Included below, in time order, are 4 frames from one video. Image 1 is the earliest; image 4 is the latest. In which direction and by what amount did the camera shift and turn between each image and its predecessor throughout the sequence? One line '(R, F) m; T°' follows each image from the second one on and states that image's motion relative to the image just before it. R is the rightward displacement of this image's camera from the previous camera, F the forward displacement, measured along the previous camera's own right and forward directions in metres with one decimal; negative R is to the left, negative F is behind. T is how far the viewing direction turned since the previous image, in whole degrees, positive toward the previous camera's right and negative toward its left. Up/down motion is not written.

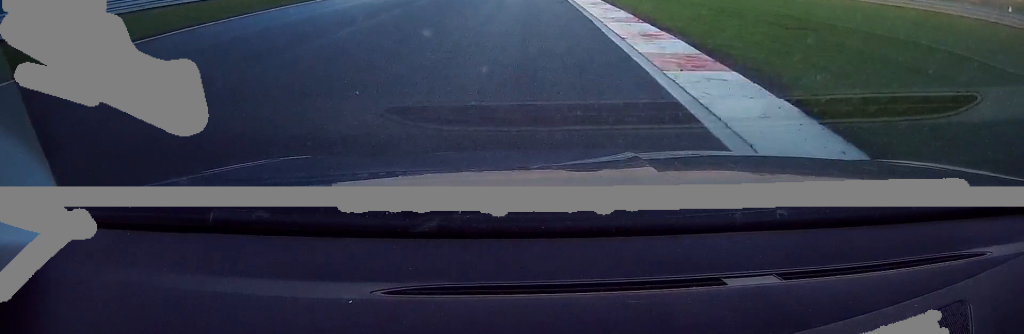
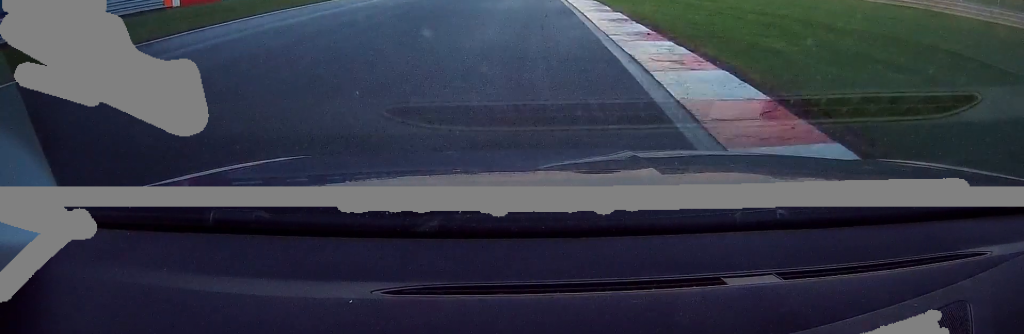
(0.0, +35.6) m; 0°
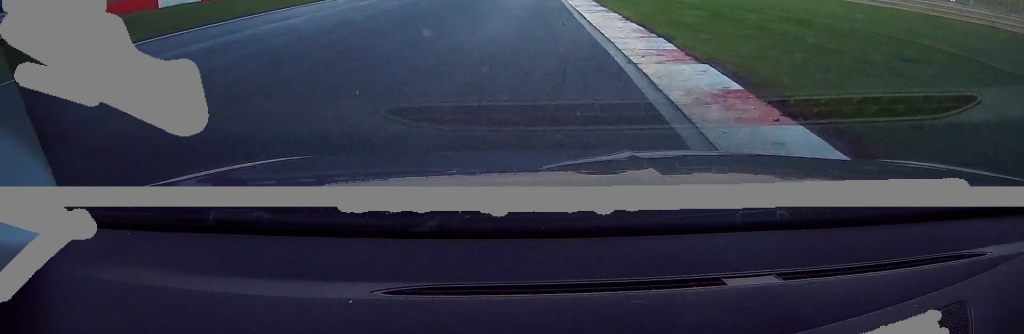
(+0.3, +9.0) m; 0°
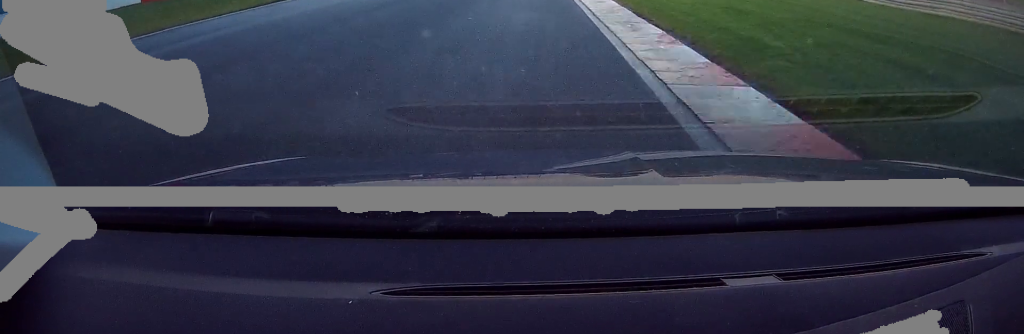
(-0.5, +31.0) m; -1°
